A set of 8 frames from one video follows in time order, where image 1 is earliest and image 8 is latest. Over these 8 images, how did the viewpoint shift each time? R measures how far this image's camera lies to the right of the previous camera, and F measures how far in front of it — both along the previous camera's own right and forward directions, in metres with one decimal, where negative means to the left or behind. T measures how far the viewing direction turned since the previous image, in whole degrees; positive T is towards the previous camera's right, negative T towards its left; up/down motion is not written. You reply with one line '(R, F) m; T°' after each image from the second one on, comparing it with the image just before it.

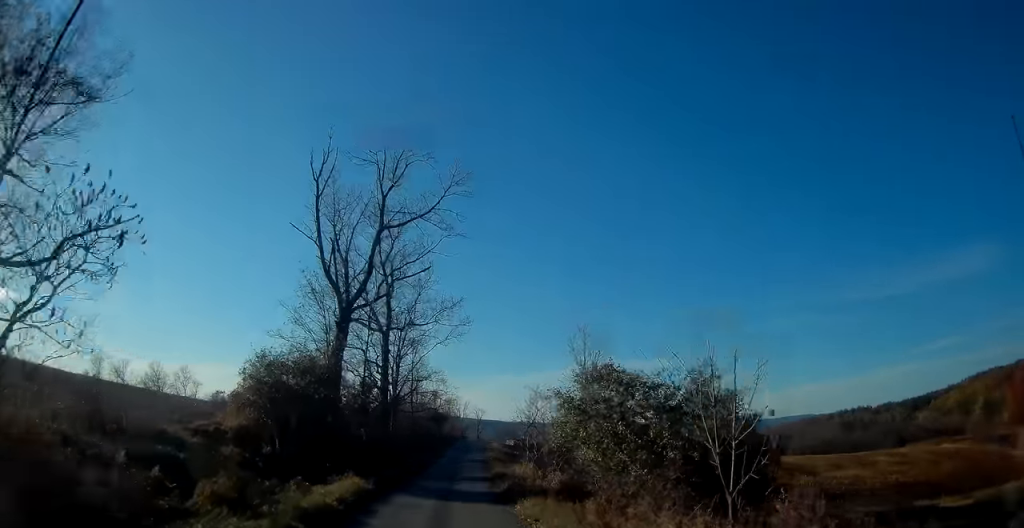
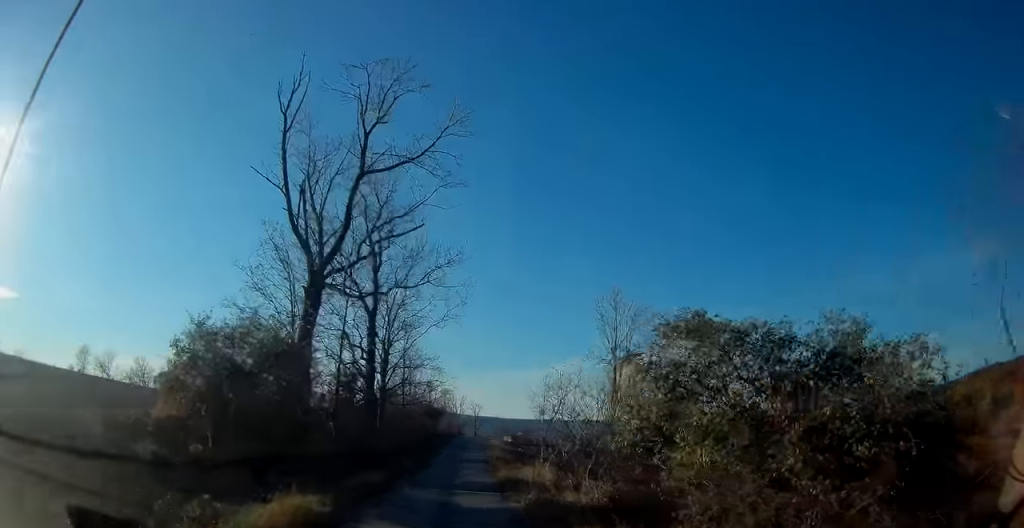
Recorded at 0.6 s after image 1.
(+0.2, +6.3) m; 0°
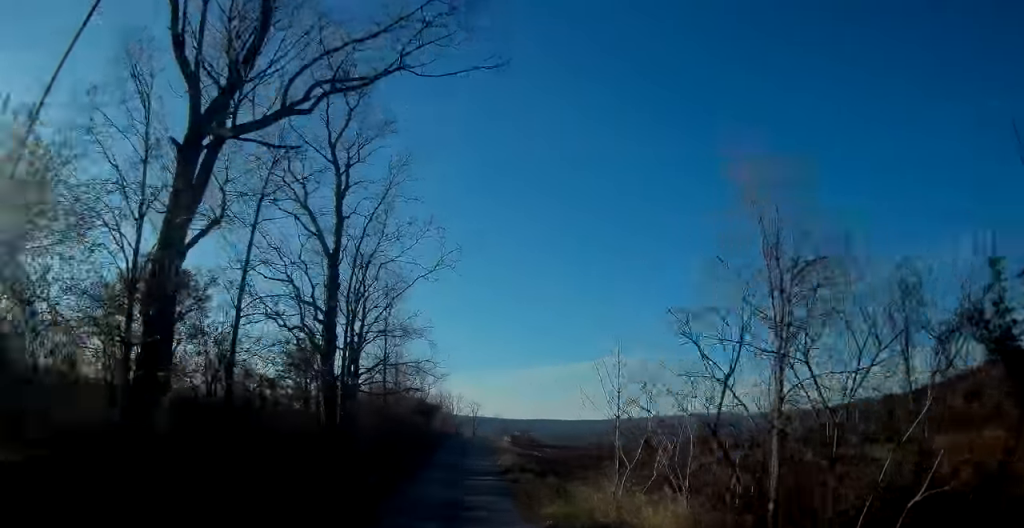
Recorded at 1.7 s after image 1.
(-0.4, +12.5) m; 0°
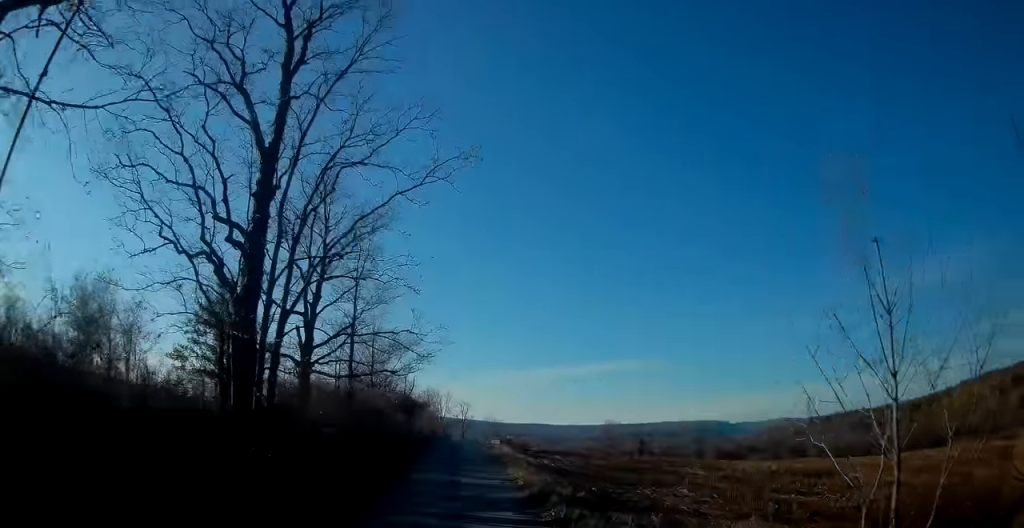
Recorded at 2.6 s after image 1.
(+0.4, +9.9) m; +5°
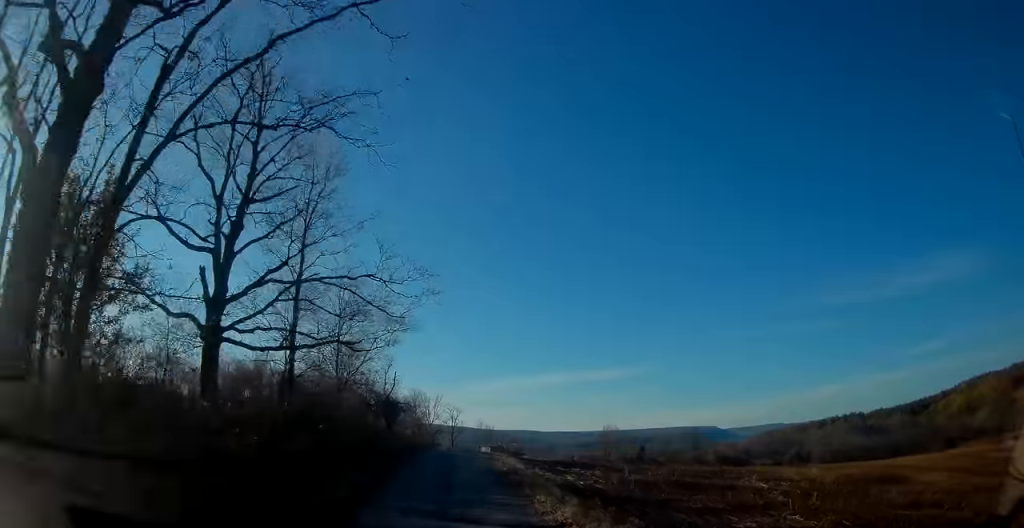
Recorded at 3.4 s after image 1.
(+0.4, +9.1) m; +1°
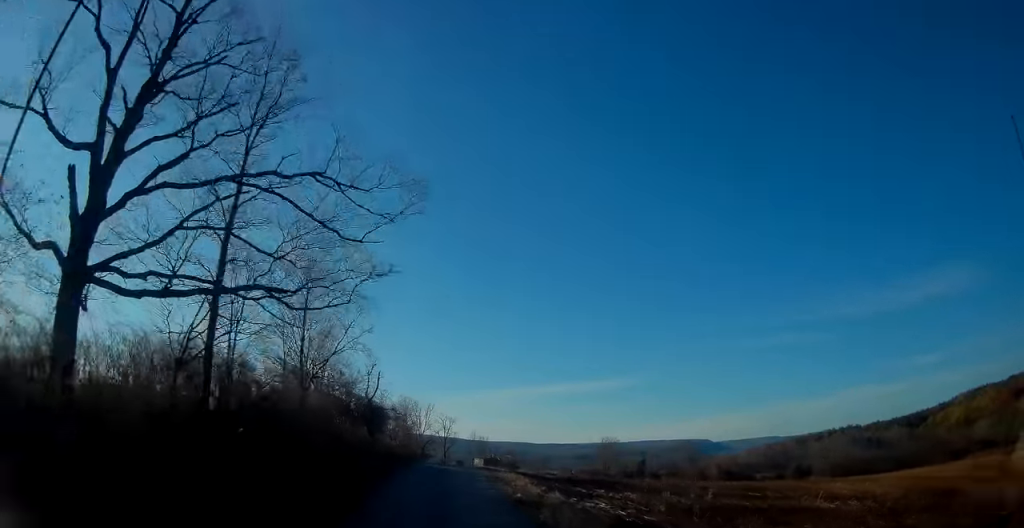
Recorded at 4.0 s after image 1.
(0.0, +6.5) m; 0°
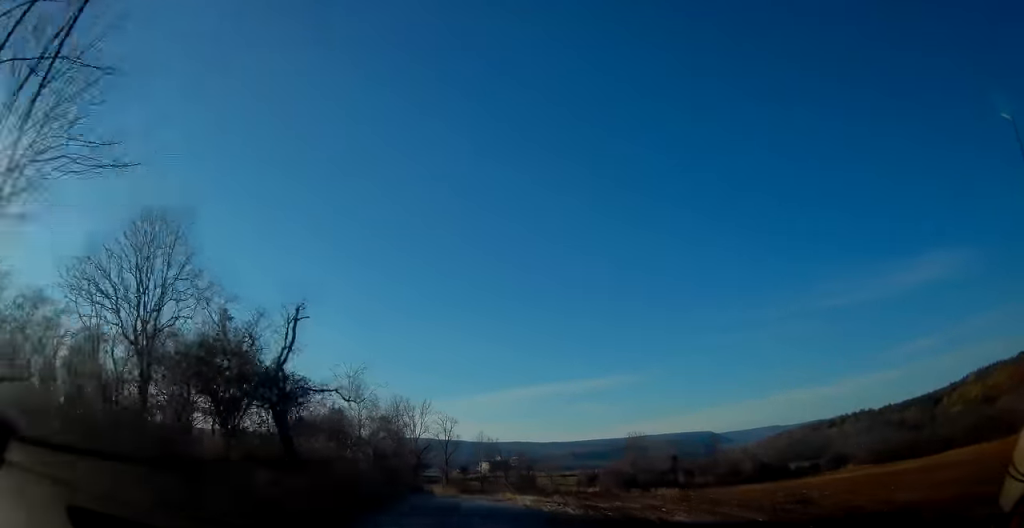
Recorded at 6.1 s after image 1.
(-0.3, +21.0) m; 0°
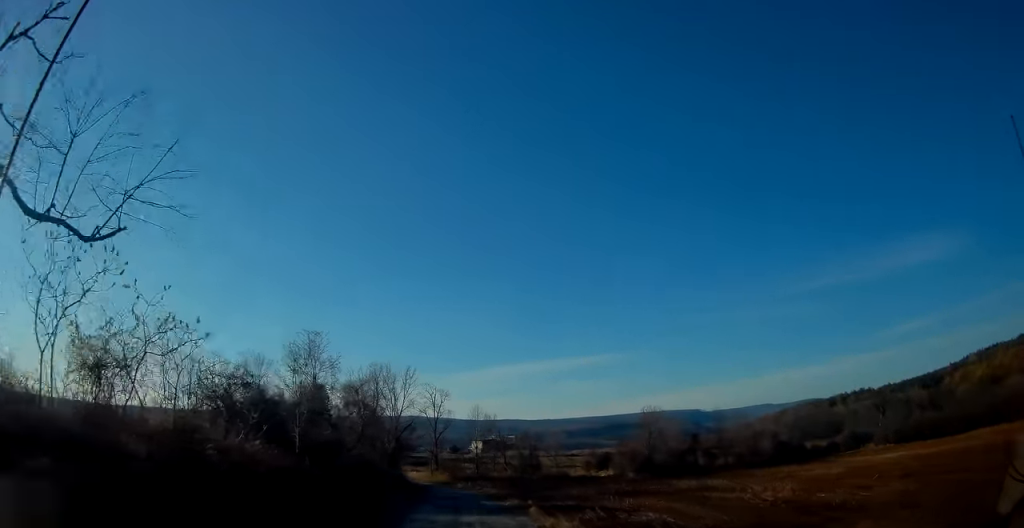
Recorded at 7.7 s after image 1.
(+0.2, +16.1) m; -1°
